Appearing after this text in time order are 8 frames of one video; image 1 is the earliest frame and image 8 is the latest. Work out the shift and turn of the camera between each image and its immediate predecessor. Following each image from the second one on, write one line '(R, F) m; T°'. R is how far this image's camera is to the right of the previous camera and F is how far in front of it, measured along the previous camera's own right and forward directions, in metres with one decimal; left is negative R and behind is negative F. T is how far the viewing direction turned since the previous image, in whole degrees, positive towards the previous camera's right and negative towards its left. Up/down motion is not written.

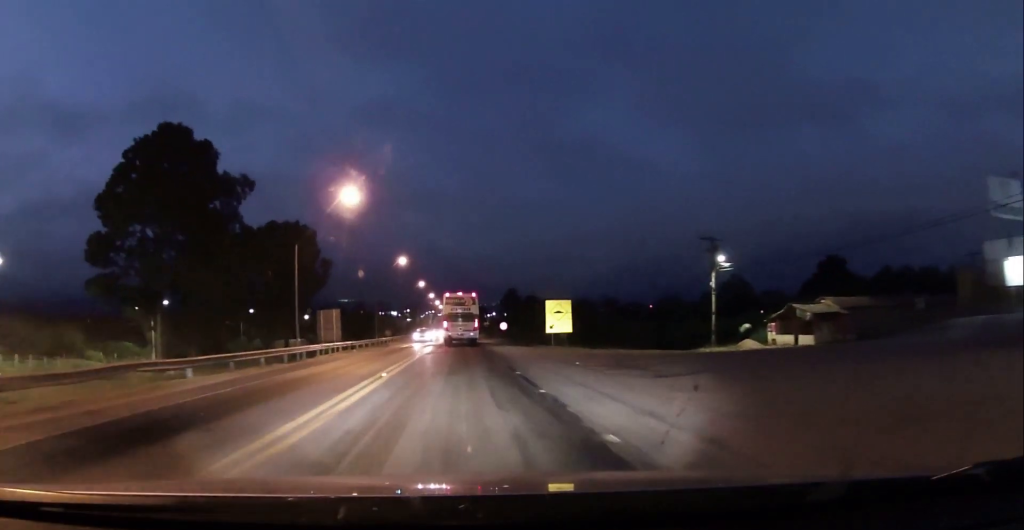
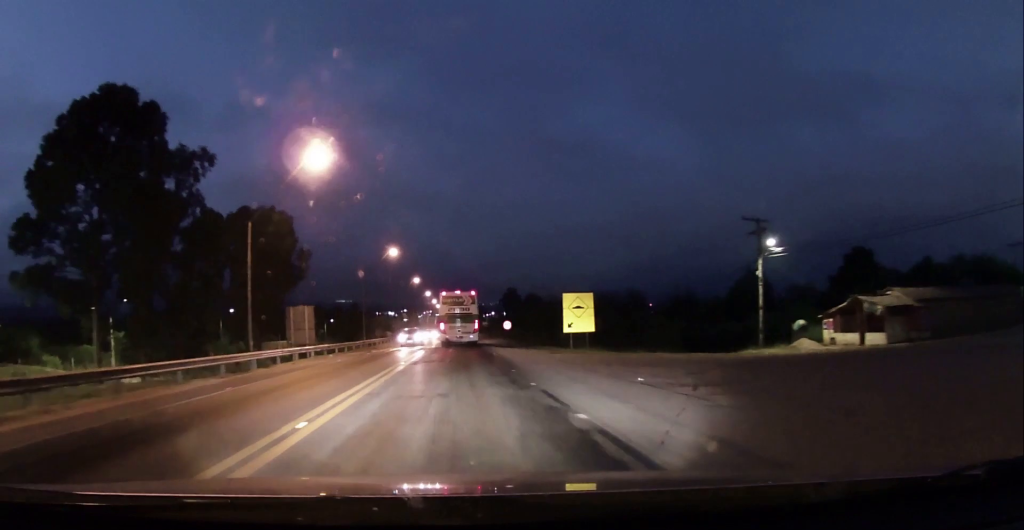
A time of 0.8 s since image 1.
(+0.6, +9.5) m; -1°
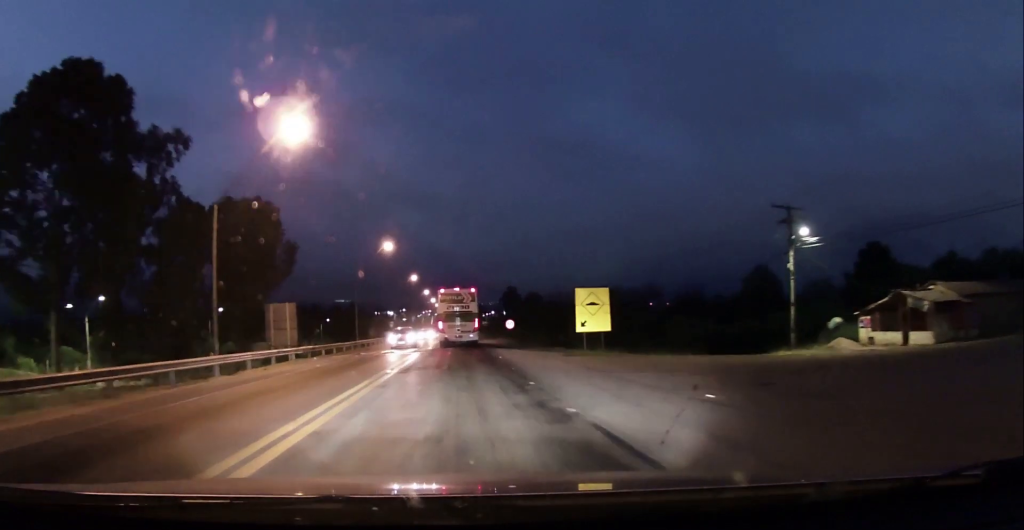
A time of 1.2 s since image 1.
(-0.1, +4.8) m; 0°
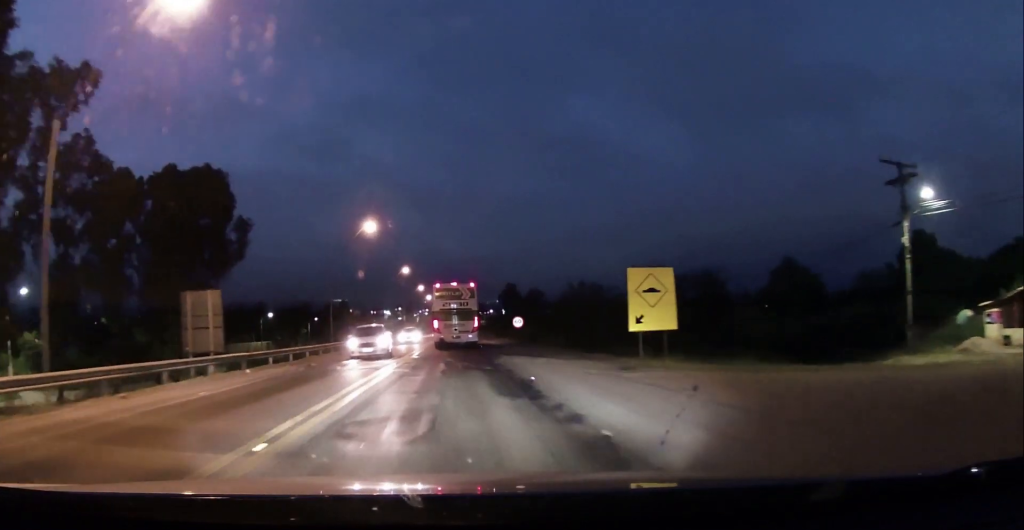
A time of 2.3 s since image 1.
(-0.4, +12.6) m; +1°
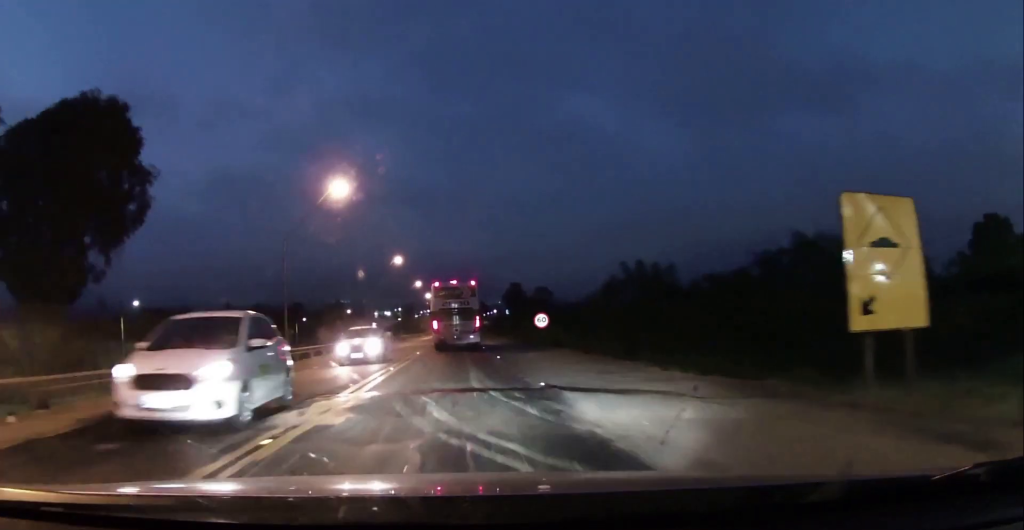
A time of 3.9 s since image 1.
(+0.6, +16.9) m; 0°
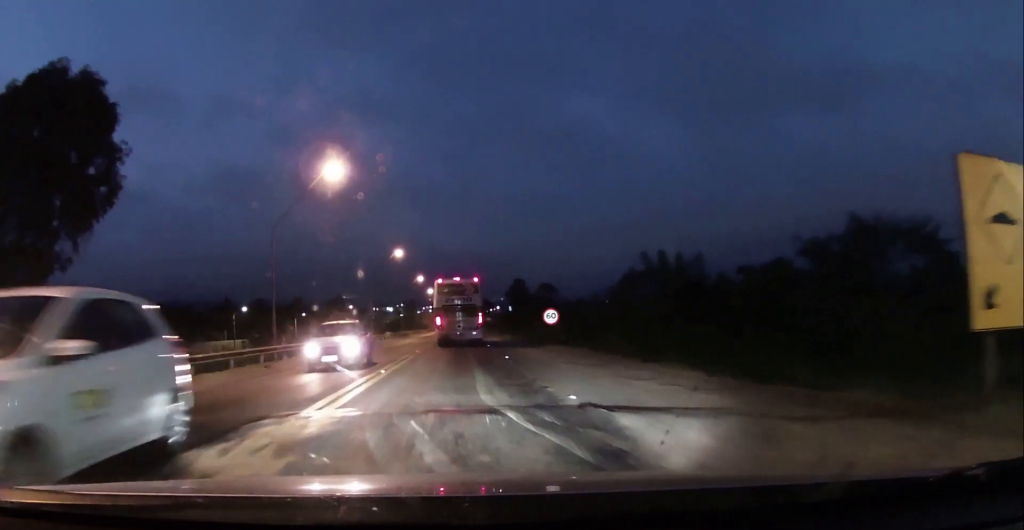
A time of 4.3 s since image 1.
(-0.1, +3.3) m; +1°
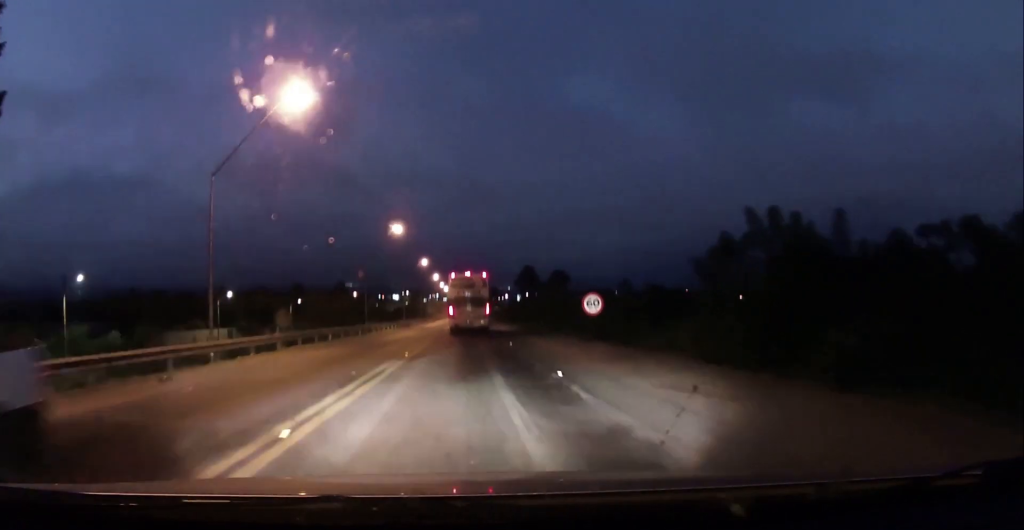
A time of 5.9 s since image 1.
(+0.3, +11.6) m; +1°
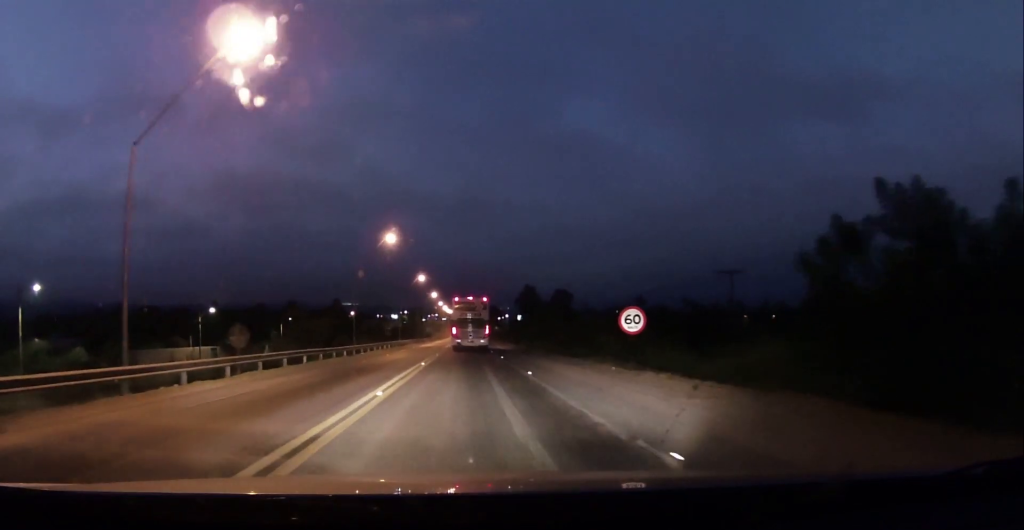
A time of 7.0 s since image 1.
(-0.5, +6.6) m; -3°
